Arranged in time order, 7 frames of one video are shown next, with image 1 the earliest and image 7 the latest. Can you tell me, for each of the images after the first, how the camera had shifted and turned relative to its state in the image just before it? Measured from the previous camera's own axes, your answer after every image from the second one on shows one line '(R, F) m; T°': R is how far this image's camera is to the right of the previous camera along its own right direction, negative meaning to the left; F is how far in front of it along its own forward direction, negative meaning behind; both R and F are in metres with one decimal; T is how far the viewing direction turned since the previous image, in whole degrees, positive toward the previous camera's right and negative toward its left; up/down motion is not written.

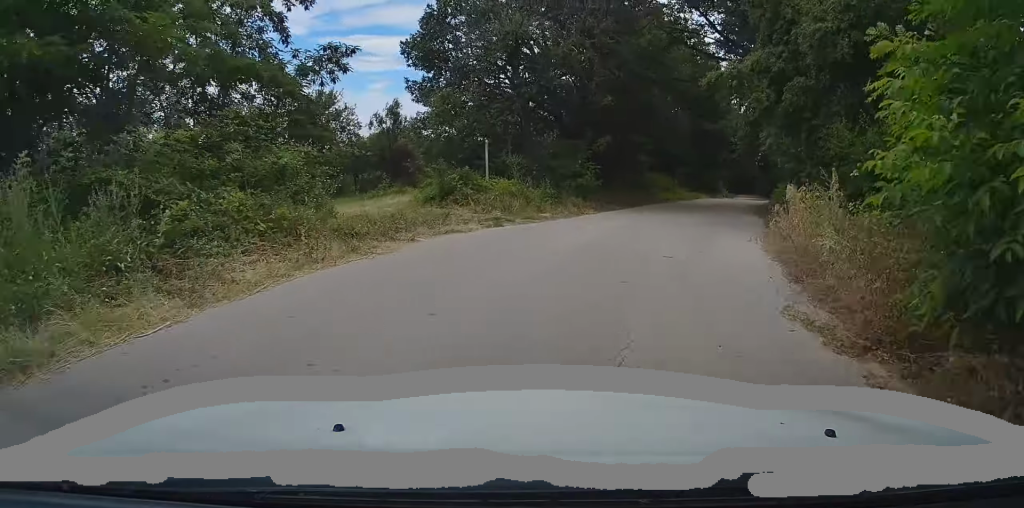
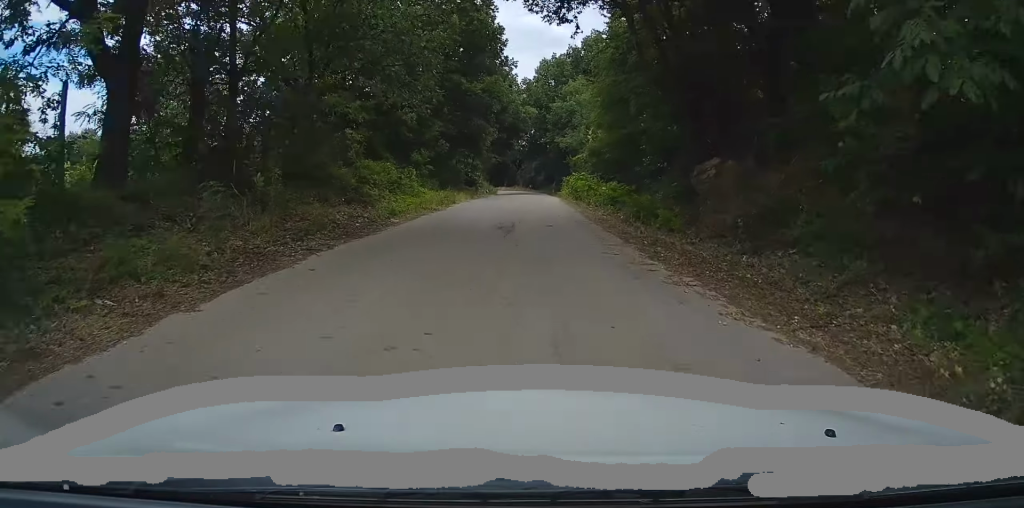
(+3.5, +20.3) m; +15°
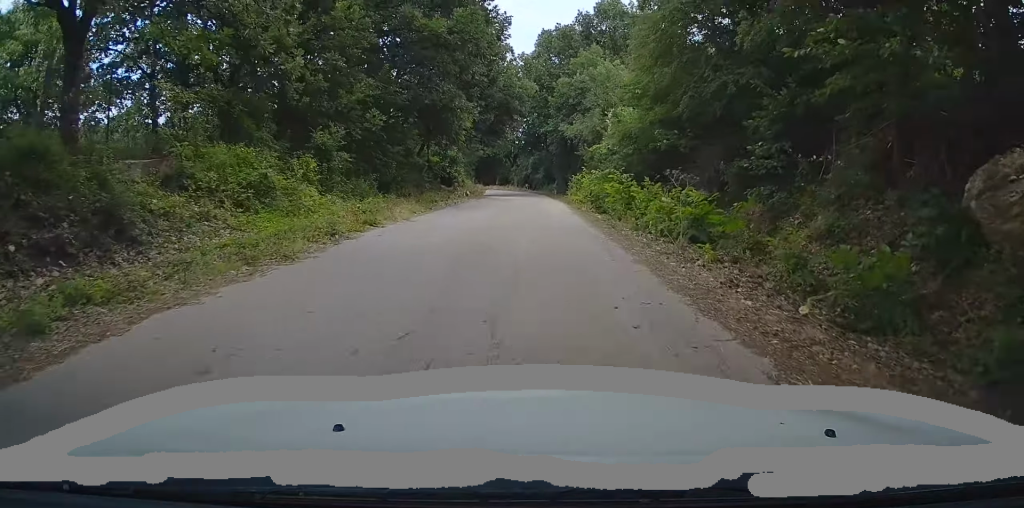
(+0.4, +13.0) m; +1°
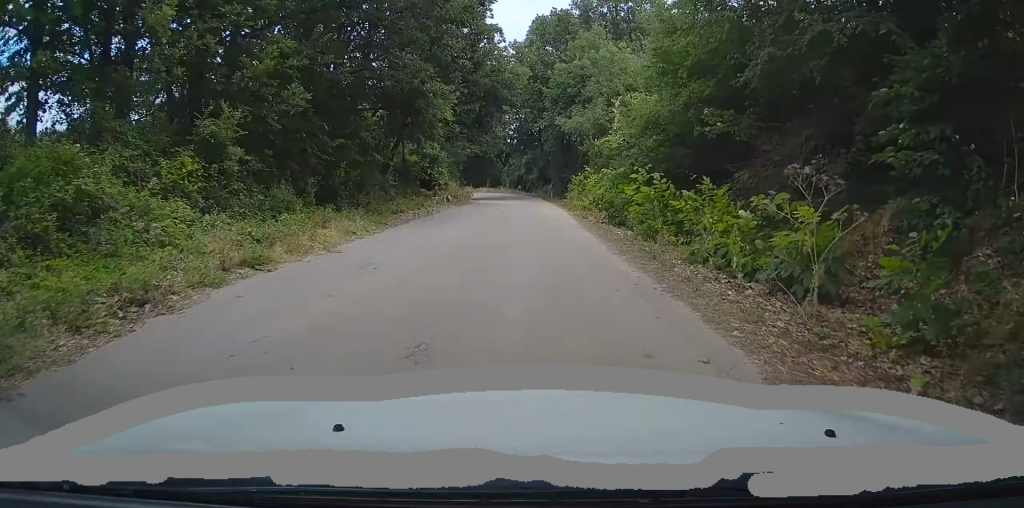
(-0.2, +5.6) m; +1°
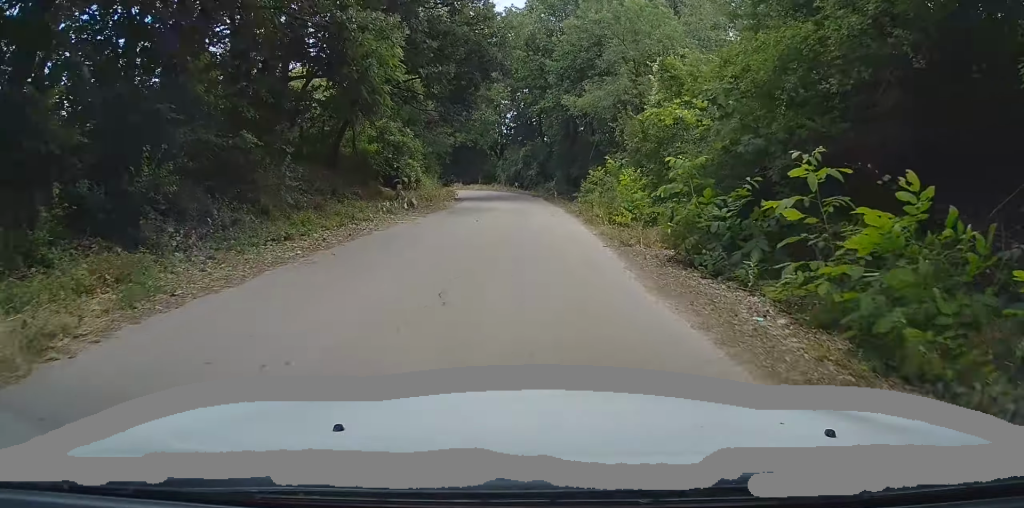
(+0.2, +9.2) m; +1°
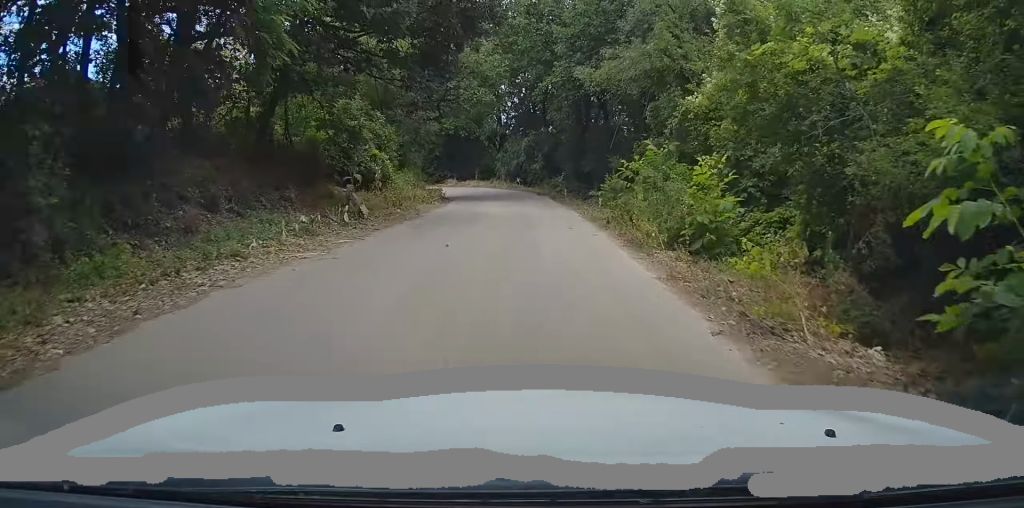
(0.0, +7.1) m; +1°
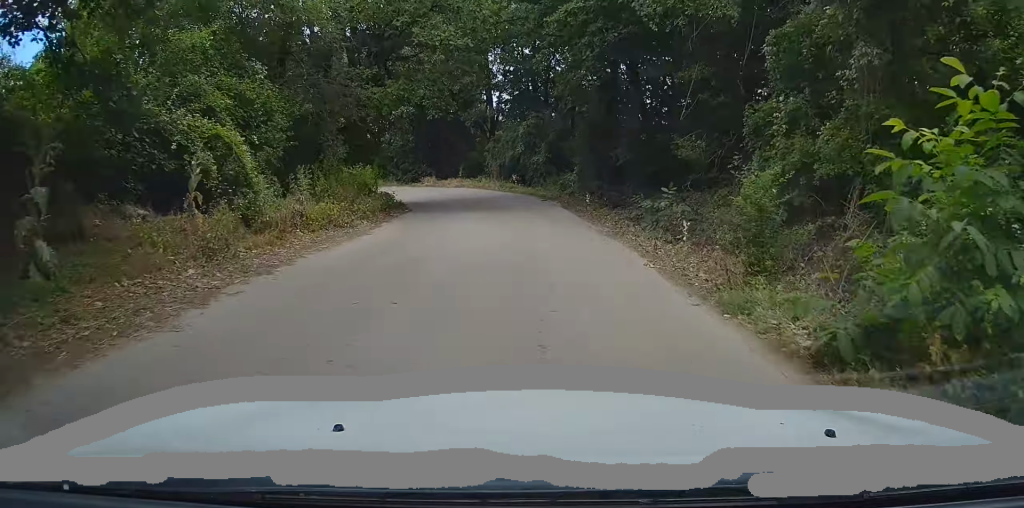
(0.0, +11.7) m; 0°
